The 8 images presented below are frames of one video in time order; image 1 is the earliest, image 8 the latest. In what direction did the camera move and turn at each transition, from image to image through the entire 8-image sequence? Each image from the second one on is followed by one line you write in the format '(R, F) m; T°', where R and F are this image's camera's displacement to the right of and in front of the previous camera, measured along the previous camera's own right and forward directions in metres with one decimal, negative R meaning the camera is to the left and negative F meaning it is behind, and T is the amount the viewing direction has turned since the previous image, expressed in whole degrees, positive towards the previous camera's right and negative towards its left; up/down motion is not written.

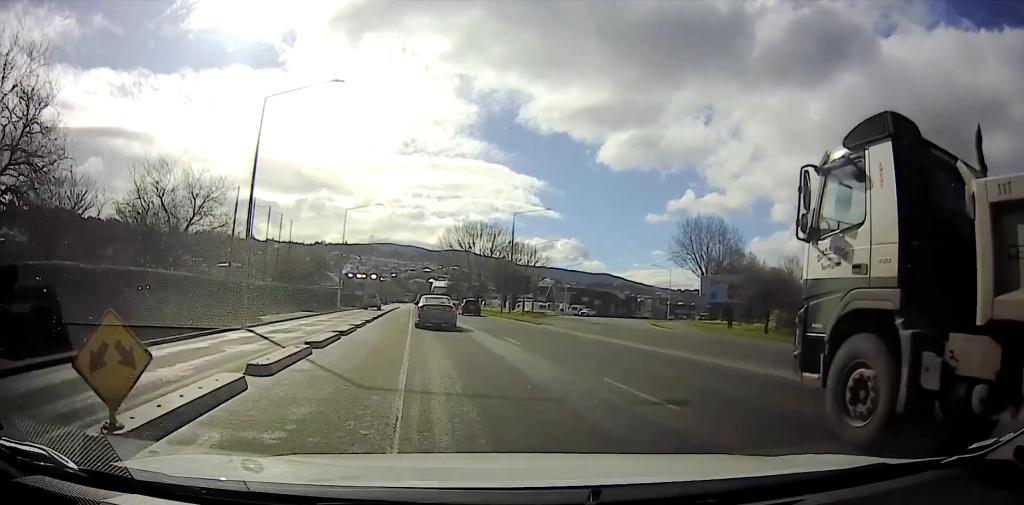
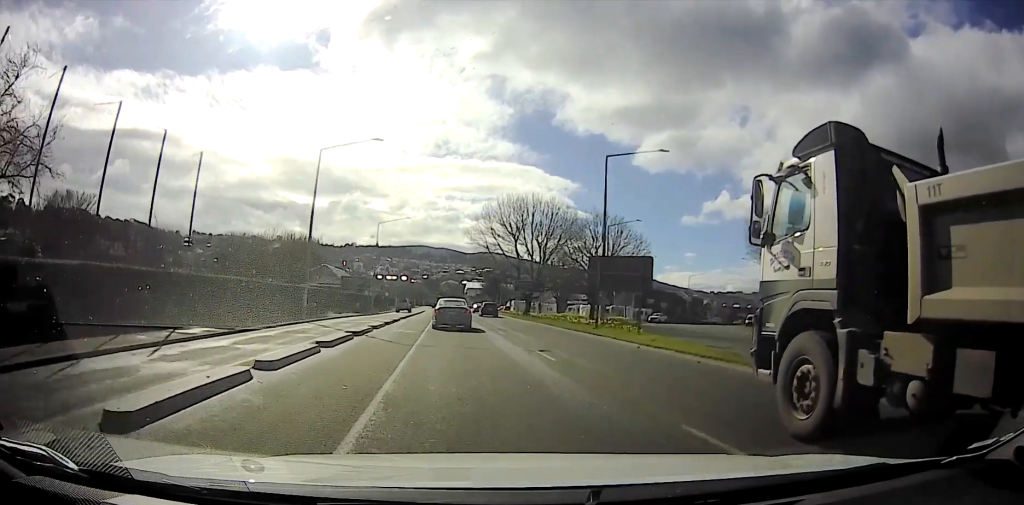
(-1.7, +17.4) m; -12°
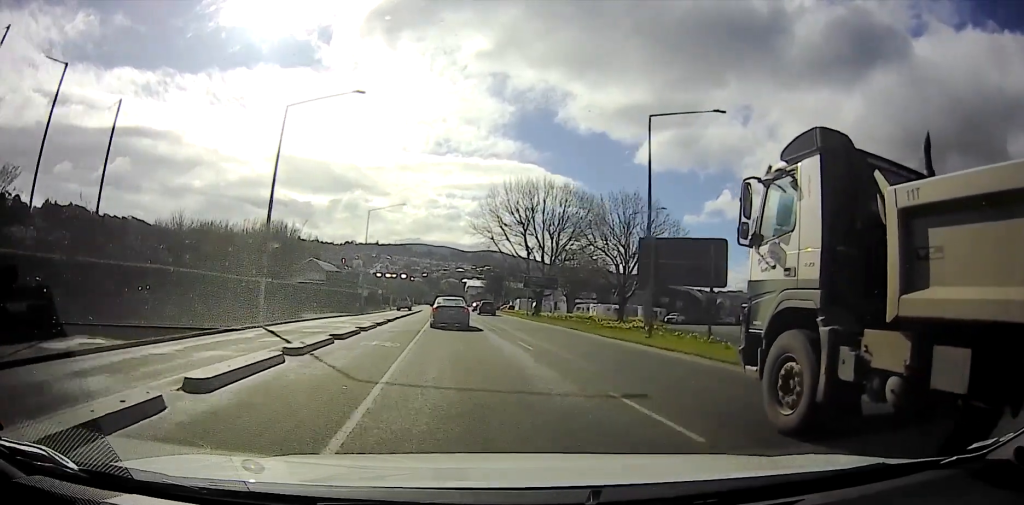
(-0.2, +5.3) m; -4°
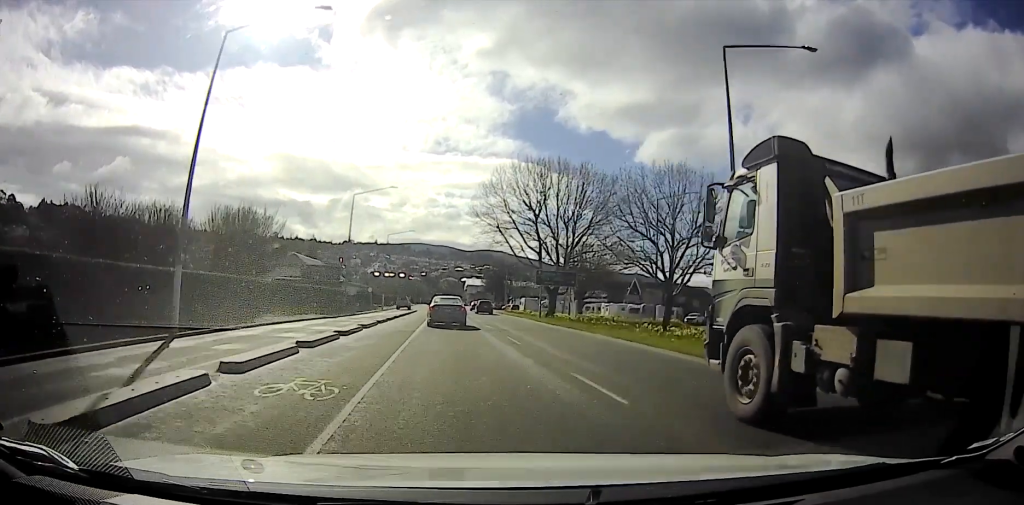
(-0.2, +4.9) m; -2°
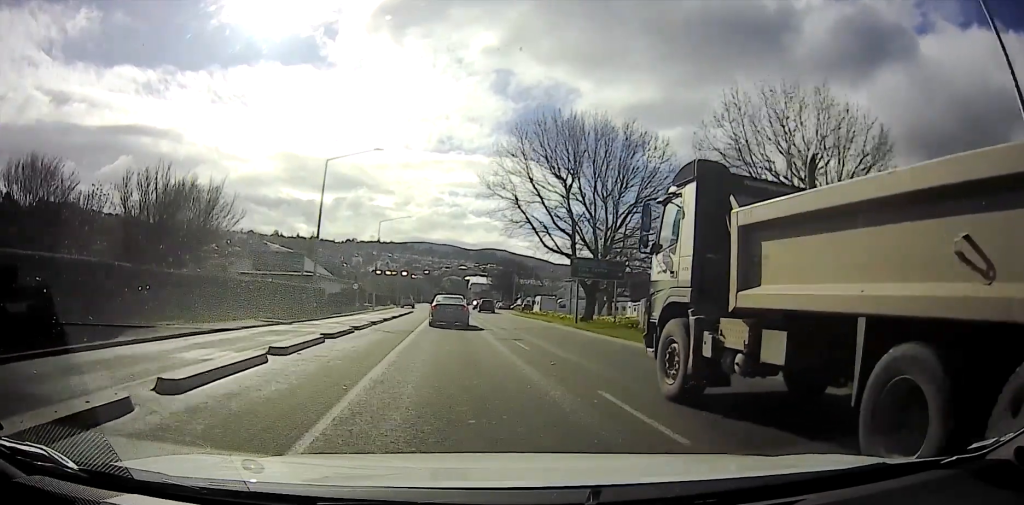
(-0.1, +6.8) m; -2°
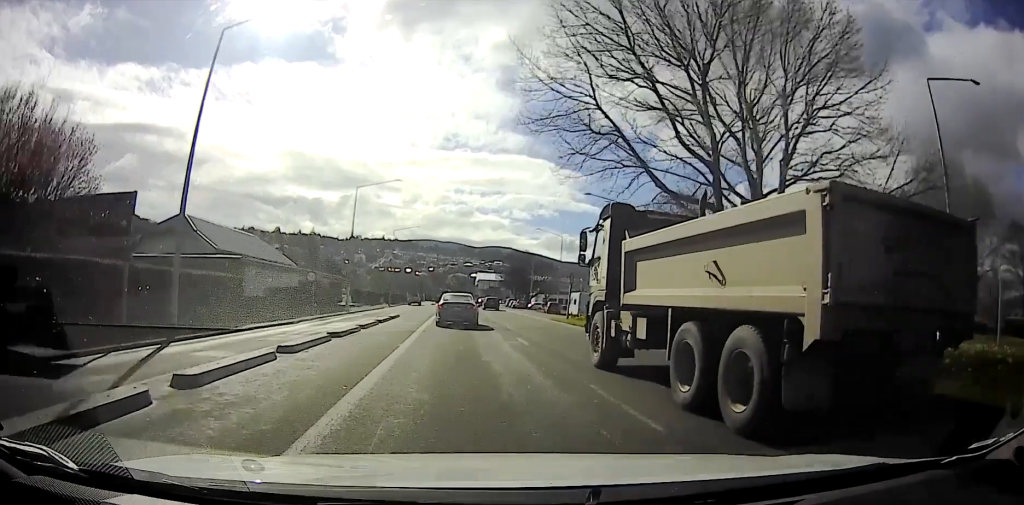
(-0.3, +11.6) m; -9°
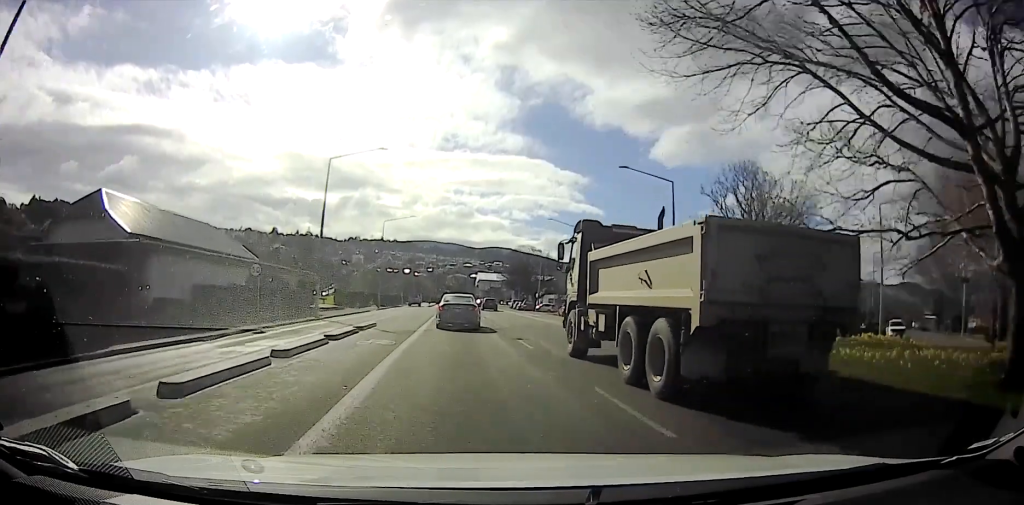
(-0.8, +7.2) m; -5°
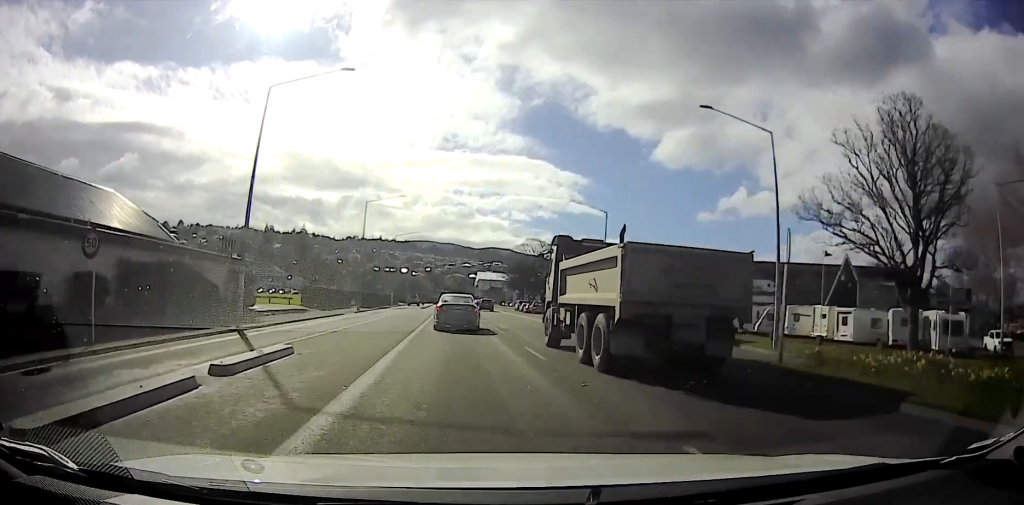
(-0.2, +9.2) m; 0°
